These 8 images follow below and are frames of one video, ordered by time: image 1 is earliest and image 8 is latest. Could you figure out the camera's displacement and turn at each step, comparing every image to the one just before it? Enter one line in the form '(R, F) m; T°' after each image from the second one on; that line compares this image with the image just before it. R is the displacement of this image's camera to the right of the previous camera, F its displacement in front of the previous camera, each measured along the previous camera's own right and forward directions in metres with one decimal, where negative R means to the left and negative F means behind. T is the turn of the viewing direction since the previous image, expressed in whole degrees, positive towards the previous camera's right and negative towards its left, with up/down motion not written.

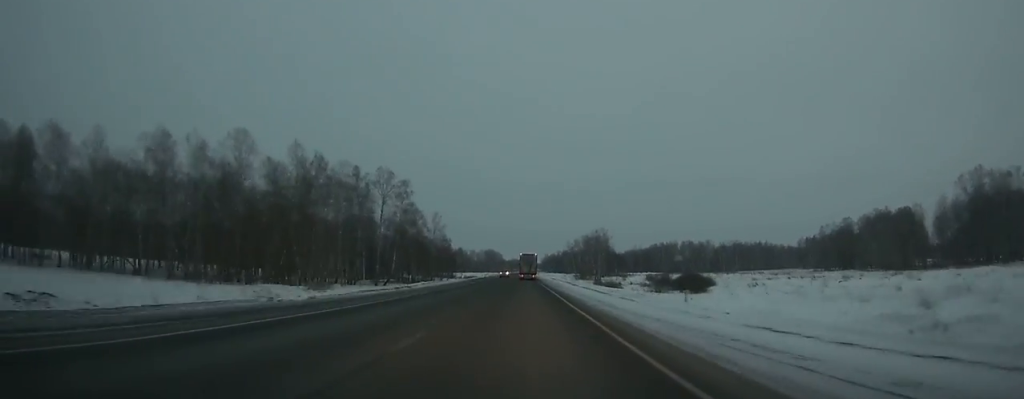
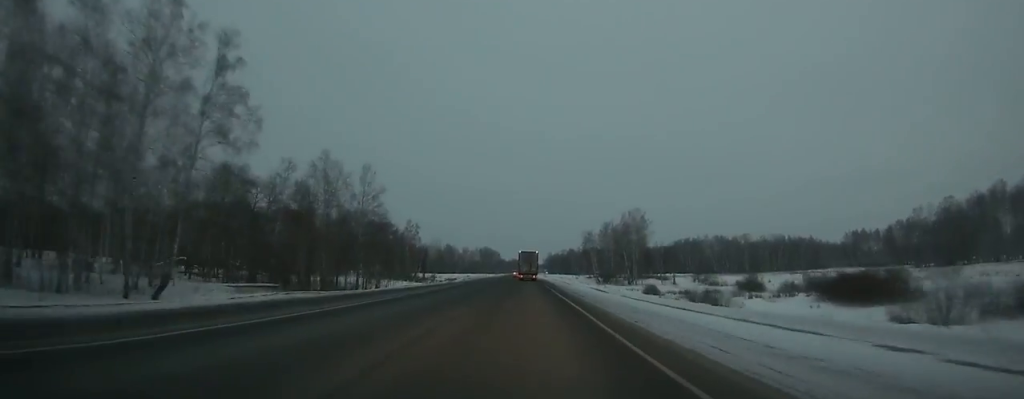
(+0.2, +77.2) m; 0°
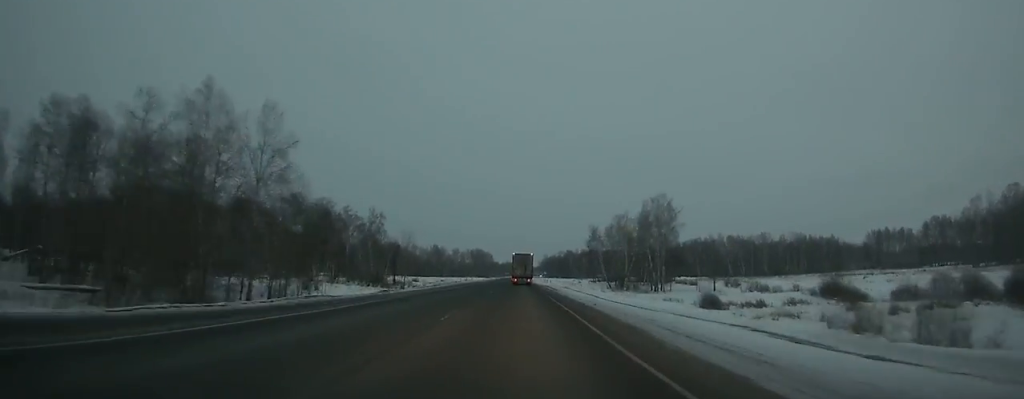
(+0.1, +37.0) m; 0°
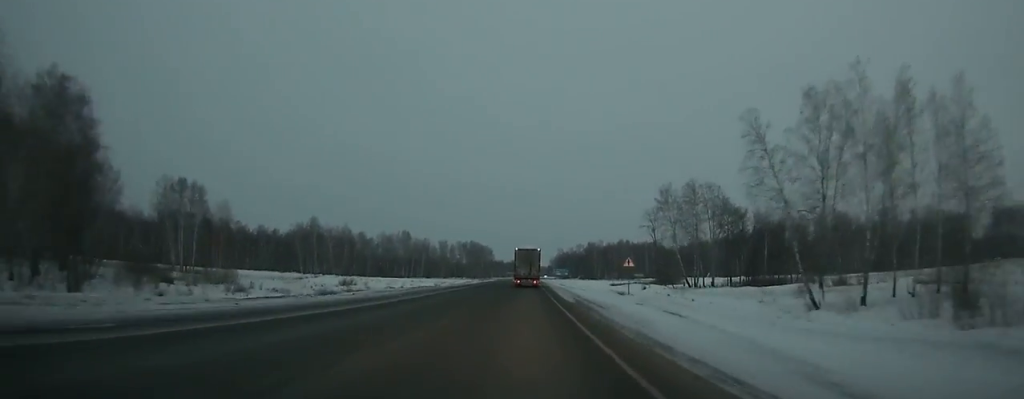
(-0.1, +115.6) m; 0°
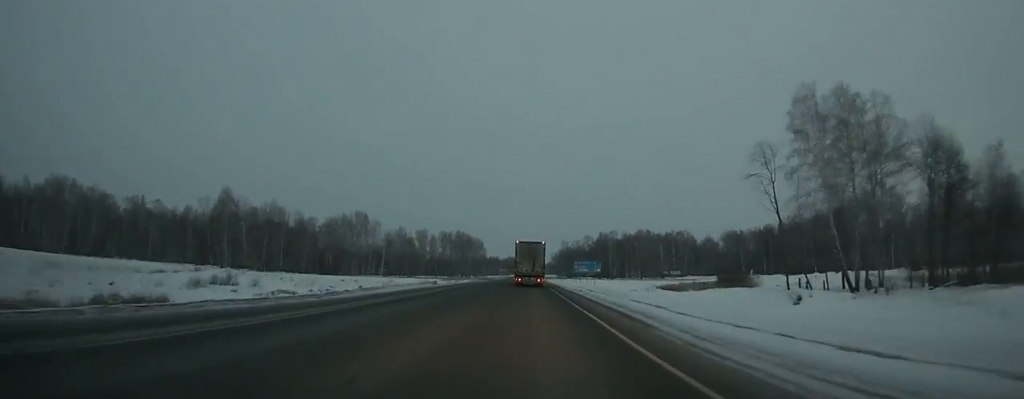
(0.0, +70.2) m; 0°
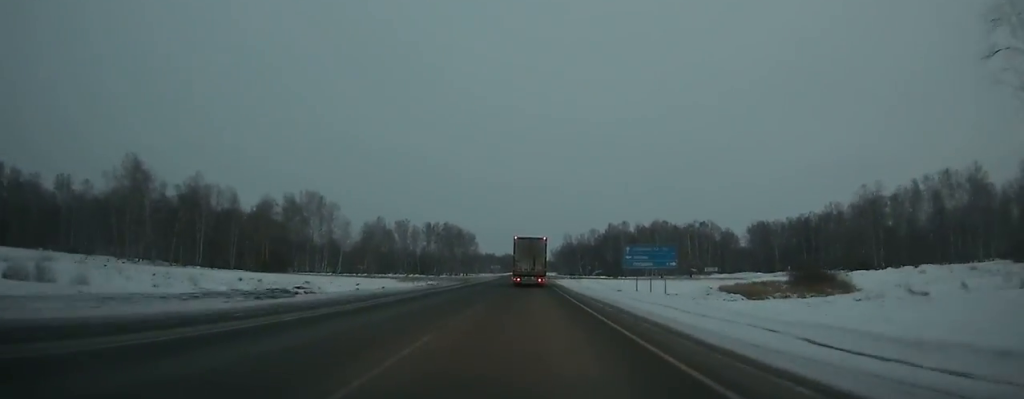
(+0.1, +43.9) m; 0°
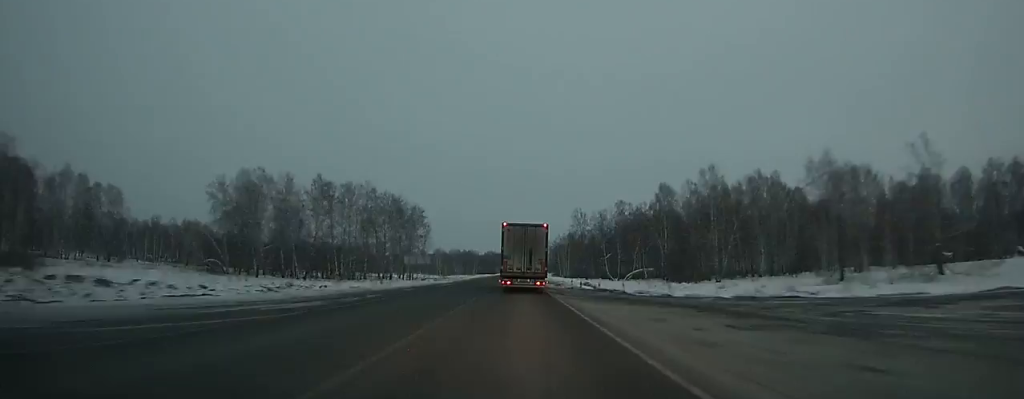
(+0.6, +126.3) m; 0°
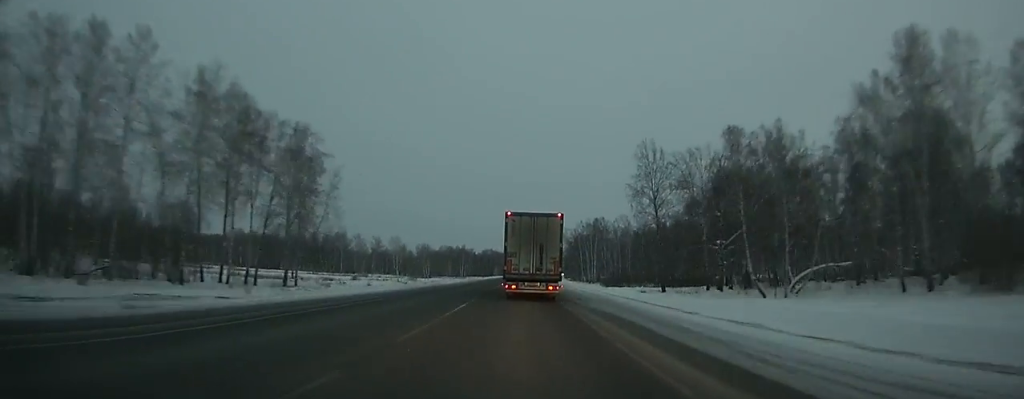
(0.0, +101.9) m; 0°
